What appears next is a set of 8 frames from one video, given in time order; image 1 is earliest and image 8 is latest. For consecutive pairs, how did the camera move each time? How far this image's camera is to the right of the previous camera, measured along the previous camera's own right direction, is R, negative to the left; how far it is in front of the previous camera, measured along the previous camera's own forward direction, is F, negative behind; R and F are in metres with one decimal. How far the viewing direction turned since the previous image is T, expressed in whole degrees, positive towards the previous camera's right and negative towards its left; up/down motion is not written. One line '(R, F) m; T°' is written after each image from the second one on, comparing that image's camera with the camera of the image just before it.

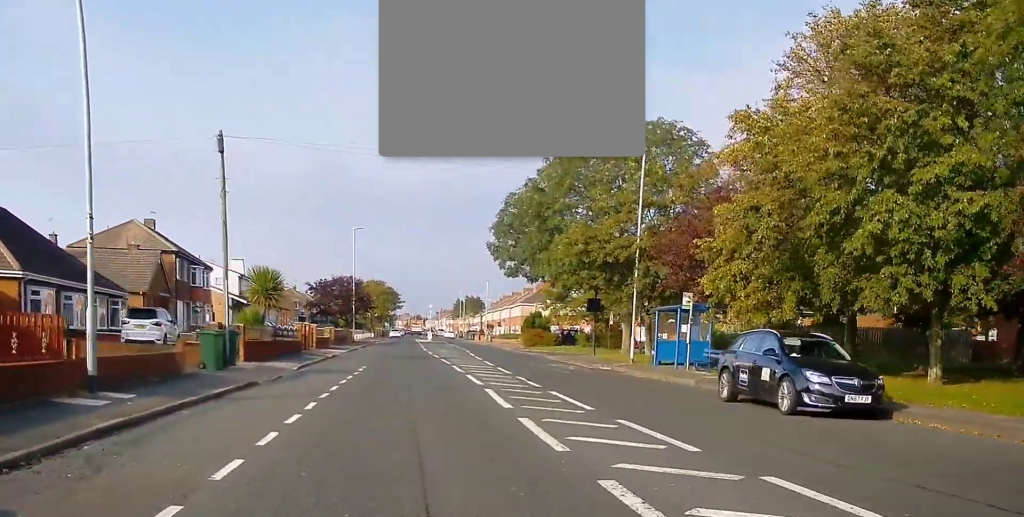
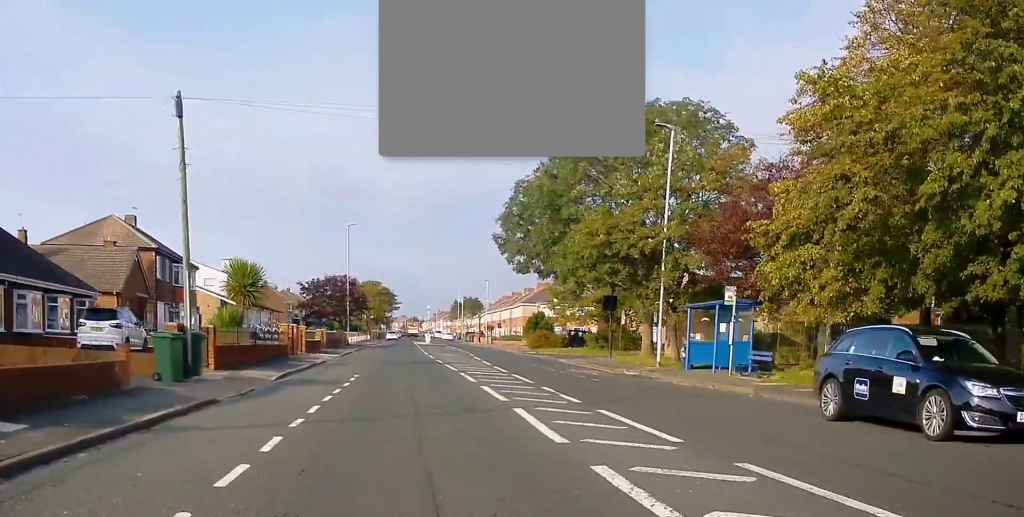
(0.0, +4.3) m; +1°
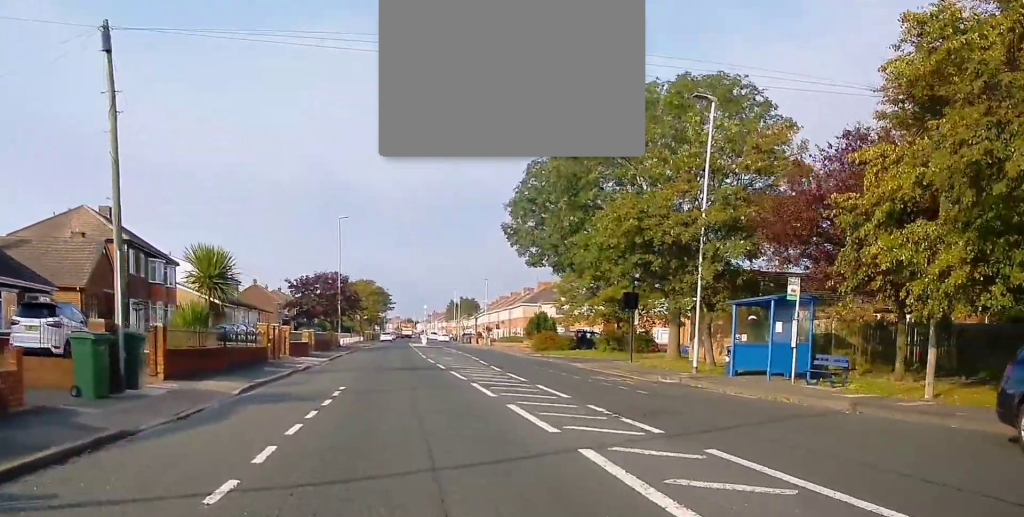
(-0.1, +4.6) m; +1°
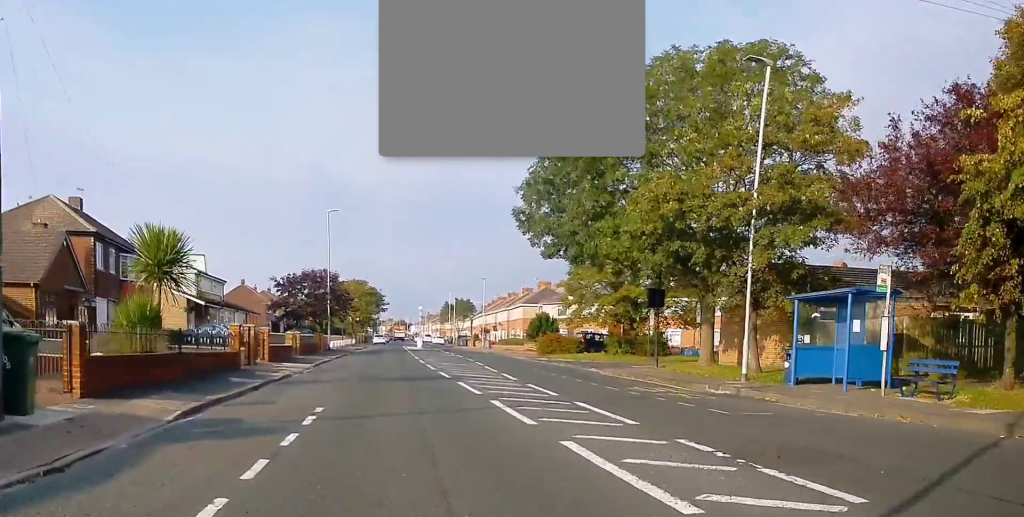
(+0.2, +4.6) m; 0°
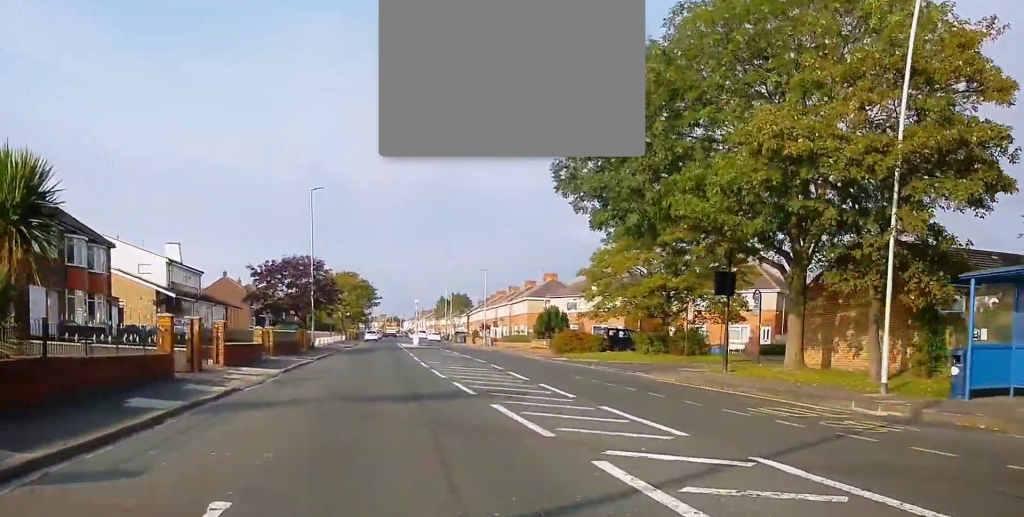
(0.0, +7.8) m; 0°
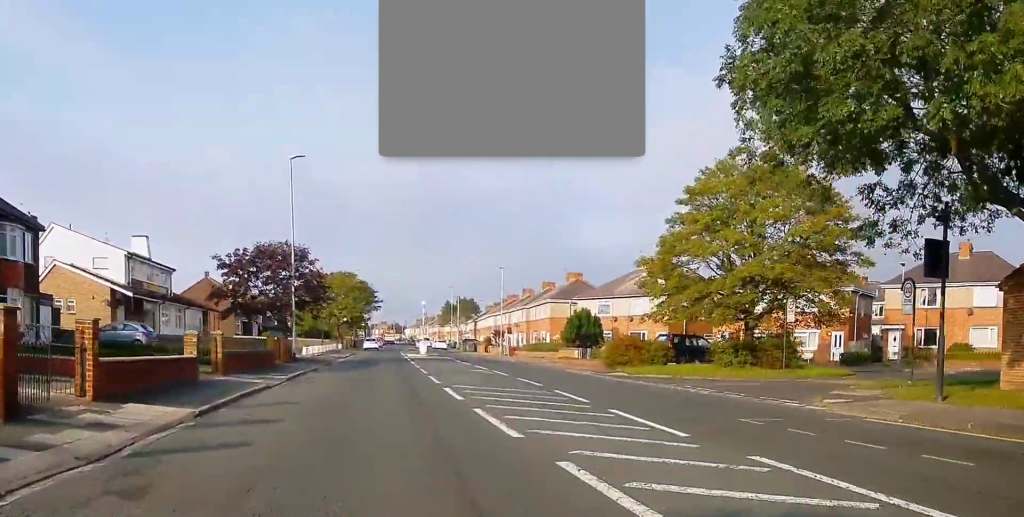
(-0.1, +11.6) m; -1°
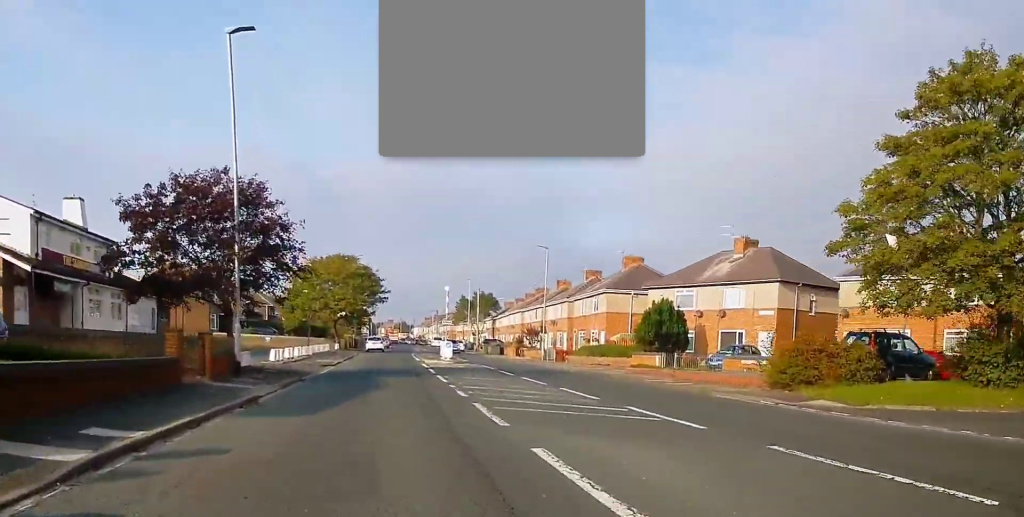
(-0.5, +16.8) m; +1°
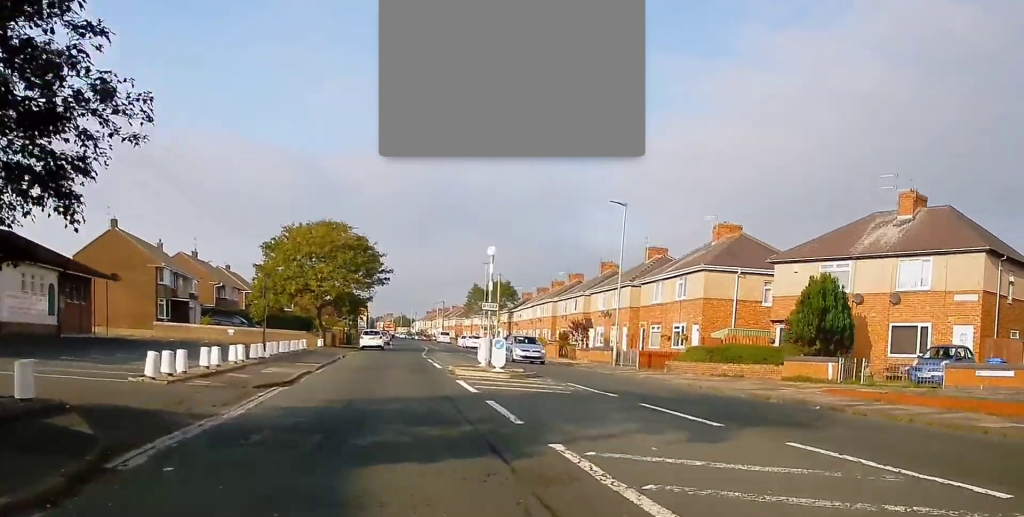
(0.0, +18.1) m; -1°
